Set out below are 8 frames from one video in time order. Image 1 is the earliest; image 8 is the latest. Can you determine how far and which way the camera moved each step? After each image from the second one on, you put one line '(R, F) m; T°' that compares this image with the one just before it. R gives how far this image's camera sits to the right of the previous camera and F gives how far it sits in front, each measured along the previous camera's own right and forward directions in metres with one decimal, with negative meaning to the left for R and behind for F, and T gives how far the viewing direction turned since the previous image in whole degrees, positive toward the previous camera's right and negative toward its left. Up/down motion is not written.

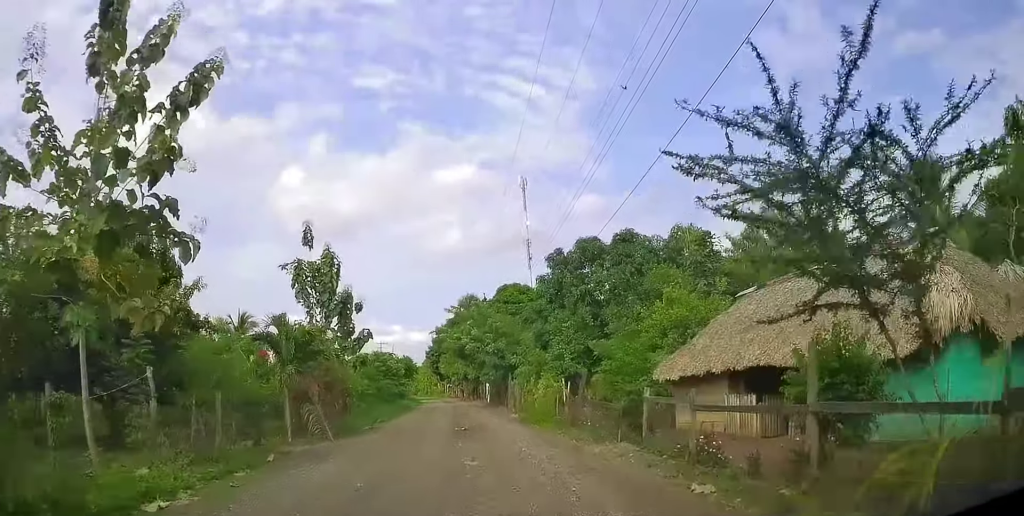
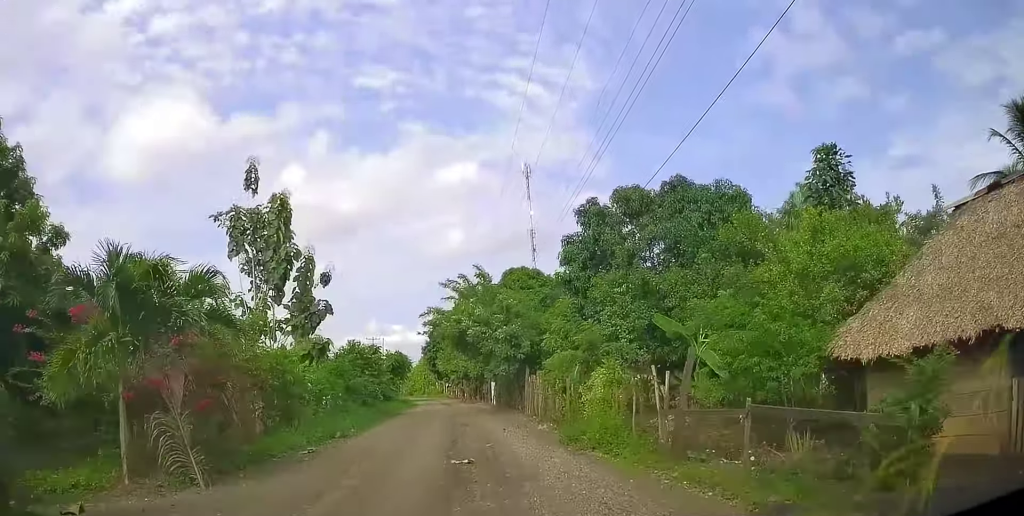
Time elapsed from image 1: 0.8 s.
(0.0, +8.9) m; -1°
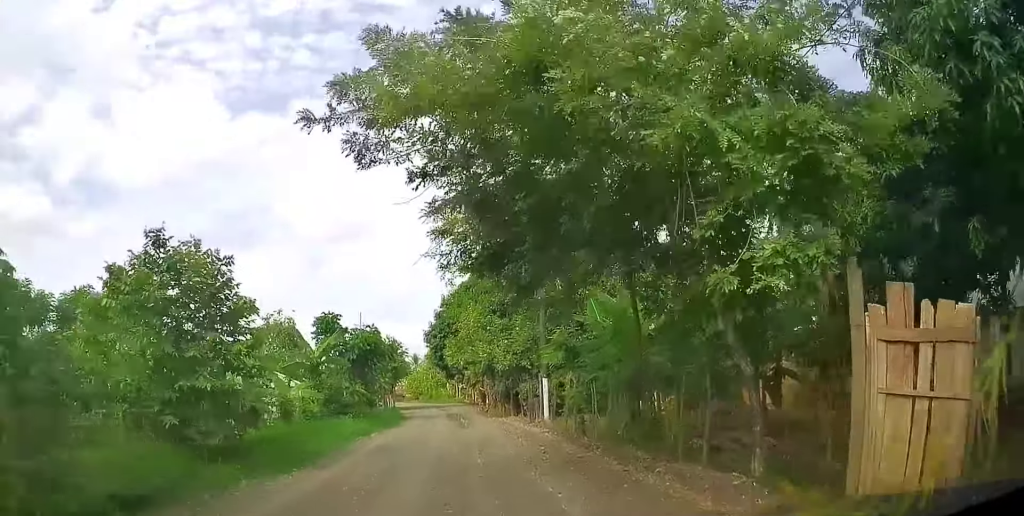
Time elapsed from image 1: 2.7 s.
(0.0, +22.4) m; +2°
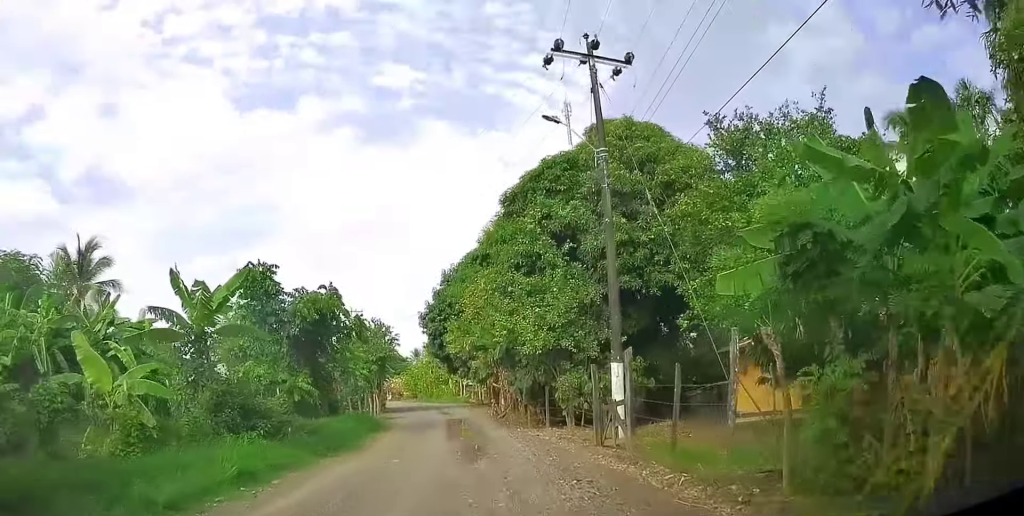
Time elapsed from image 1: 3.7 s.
(+0.2, +10.9) m; -2°
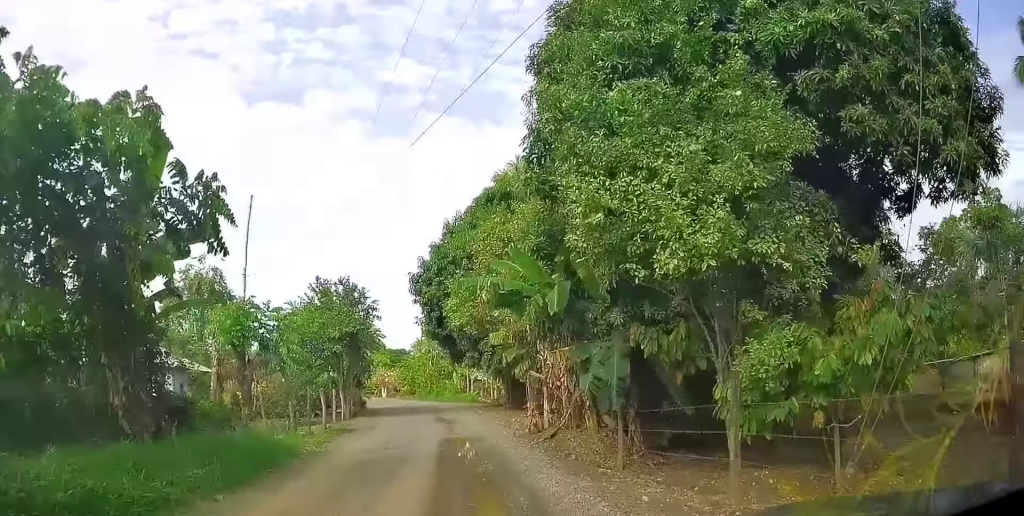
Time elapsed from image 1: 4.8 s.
(-0.7, +12.9) m; 0°
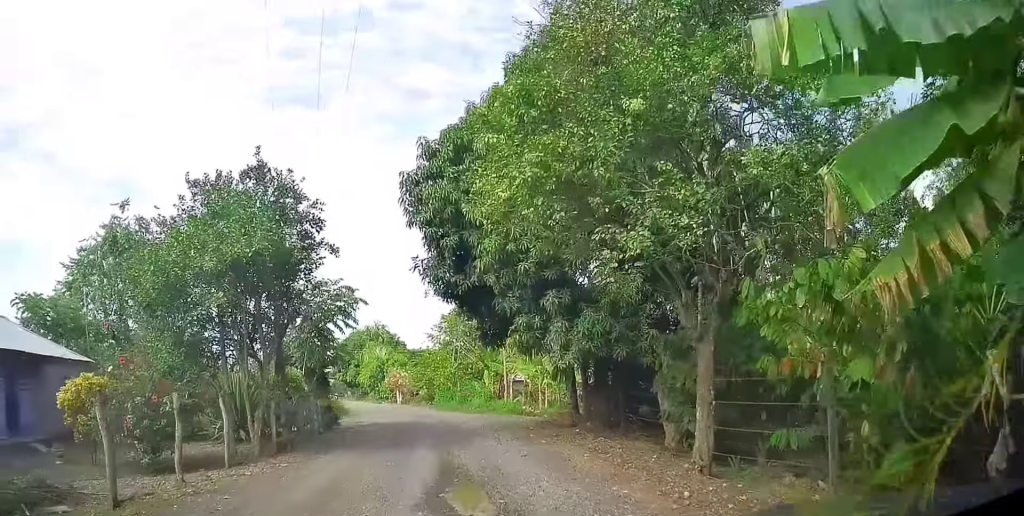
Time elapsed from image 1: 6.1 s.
(+0.5, +14.8) m; -1°
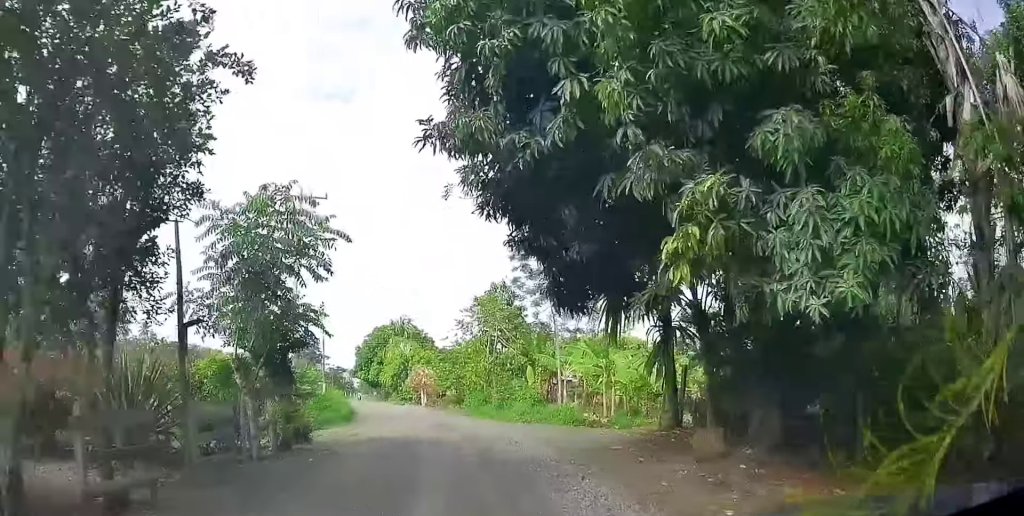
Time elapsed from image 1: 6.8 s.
(-0.3, +8.3) m; -4°
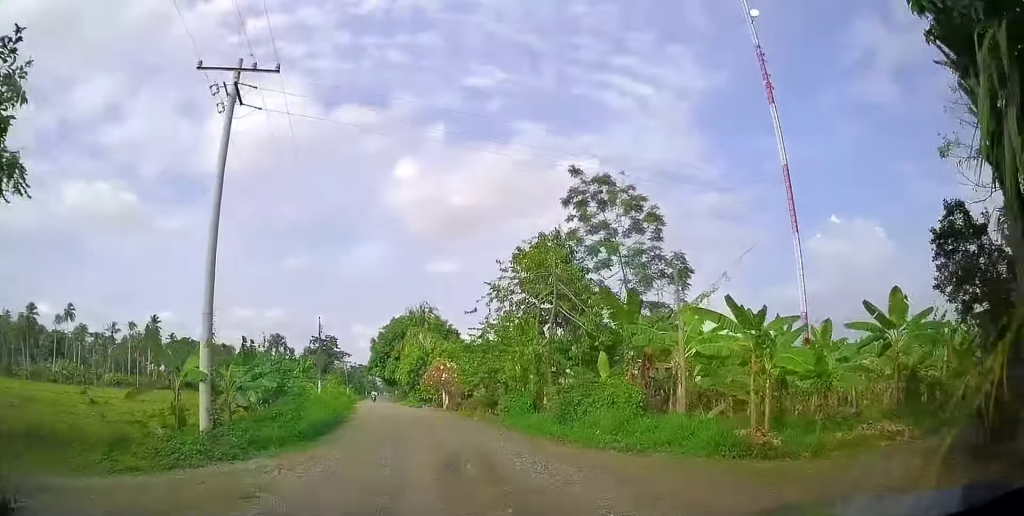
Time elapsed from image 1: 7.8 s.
(-0.3, +10.8) m; -4°
